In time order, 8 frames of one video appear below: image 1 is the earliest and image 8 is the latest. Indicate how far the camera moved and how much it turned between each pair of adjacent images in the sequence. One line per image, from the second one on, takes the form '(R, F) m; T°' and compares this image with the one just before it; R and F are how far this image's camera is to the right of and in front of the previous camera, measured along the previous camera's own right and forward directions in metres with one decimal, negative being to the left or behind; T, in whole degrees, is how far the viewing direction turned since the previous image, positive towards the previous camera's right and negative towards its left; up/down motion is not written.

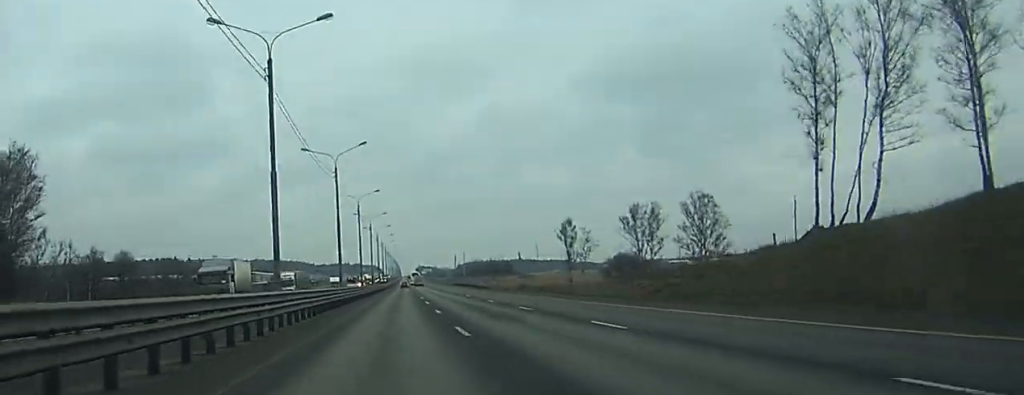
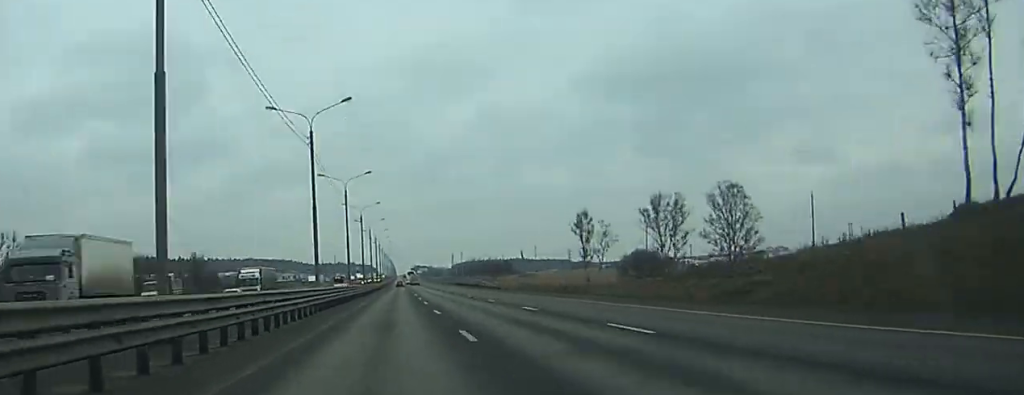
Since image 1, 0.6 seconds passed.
(+0.1, +18.3) m; 0°
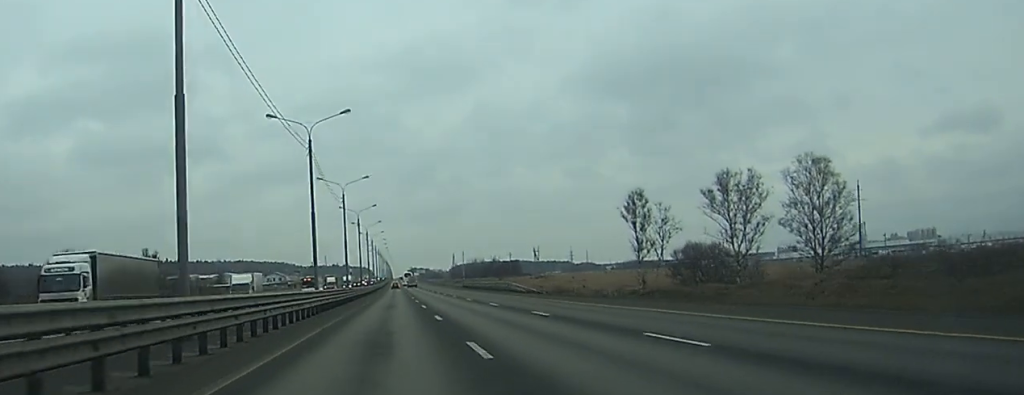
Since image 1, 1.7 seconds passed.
(0.0, +35.7) m; 0°
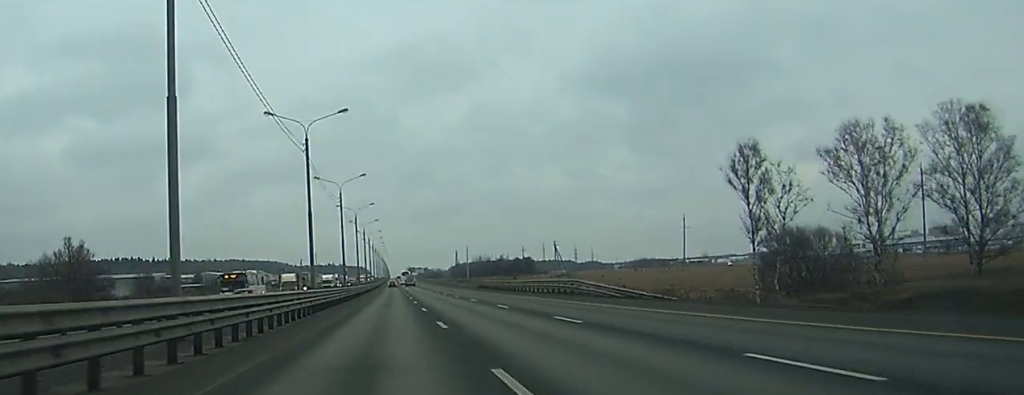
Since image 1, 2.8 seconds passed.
(+0.2, +38.0) m; 0°
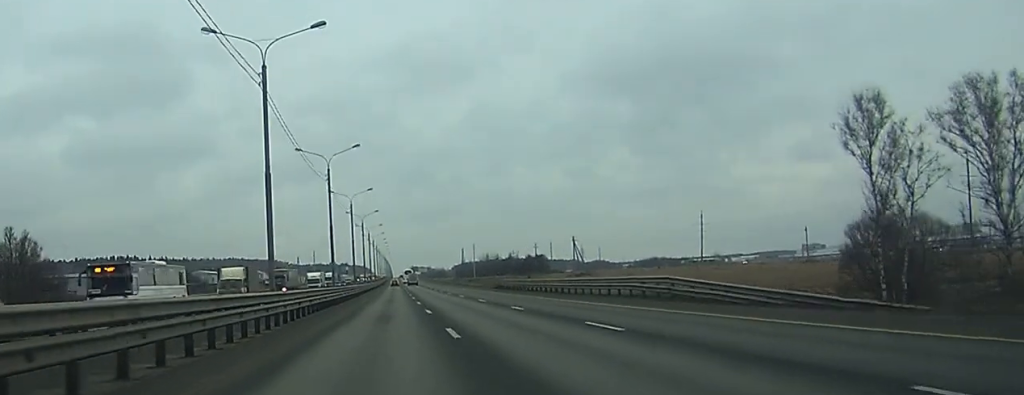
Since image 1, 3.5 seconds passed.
(0.0, +20.6) m; 0°
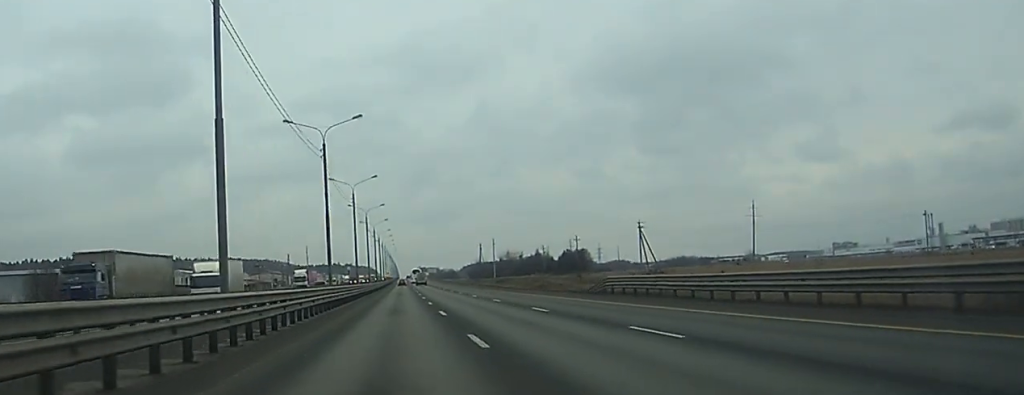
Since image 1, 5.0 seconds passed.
(-0.2, +51.0) m; -1°
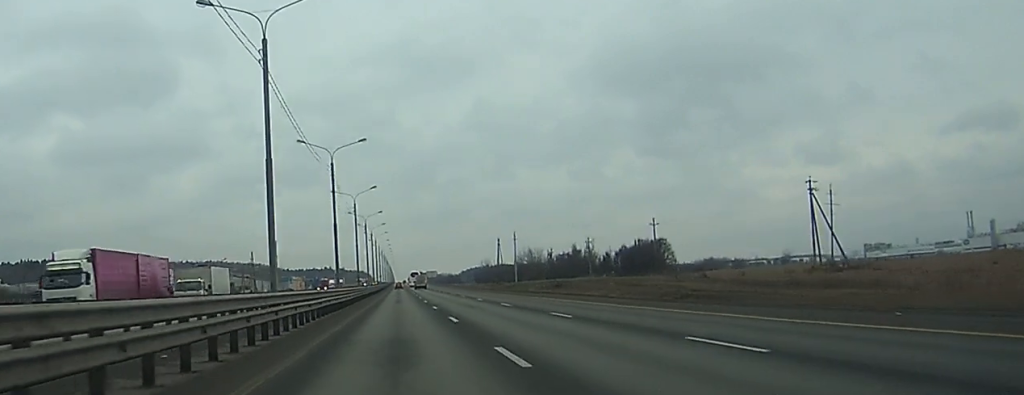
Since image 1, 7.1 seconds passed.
(-0.3, +66.2) m; 0°
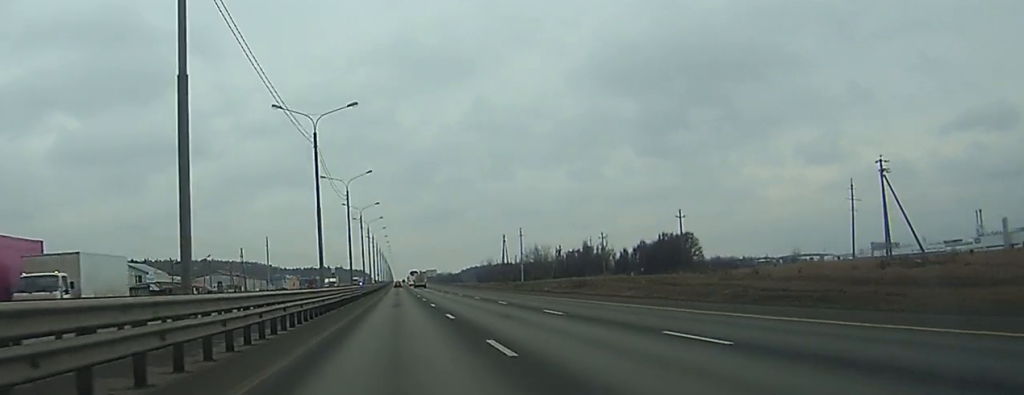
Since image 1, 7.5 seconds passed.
(0.0, +14.2) m; 0°
